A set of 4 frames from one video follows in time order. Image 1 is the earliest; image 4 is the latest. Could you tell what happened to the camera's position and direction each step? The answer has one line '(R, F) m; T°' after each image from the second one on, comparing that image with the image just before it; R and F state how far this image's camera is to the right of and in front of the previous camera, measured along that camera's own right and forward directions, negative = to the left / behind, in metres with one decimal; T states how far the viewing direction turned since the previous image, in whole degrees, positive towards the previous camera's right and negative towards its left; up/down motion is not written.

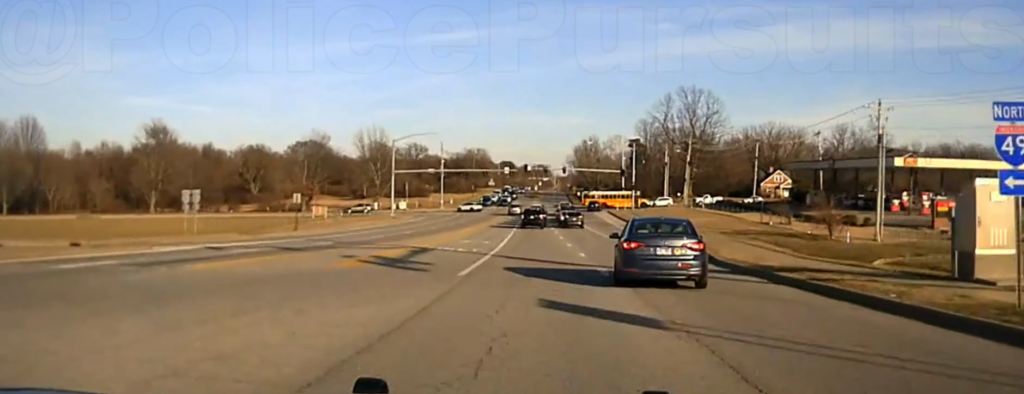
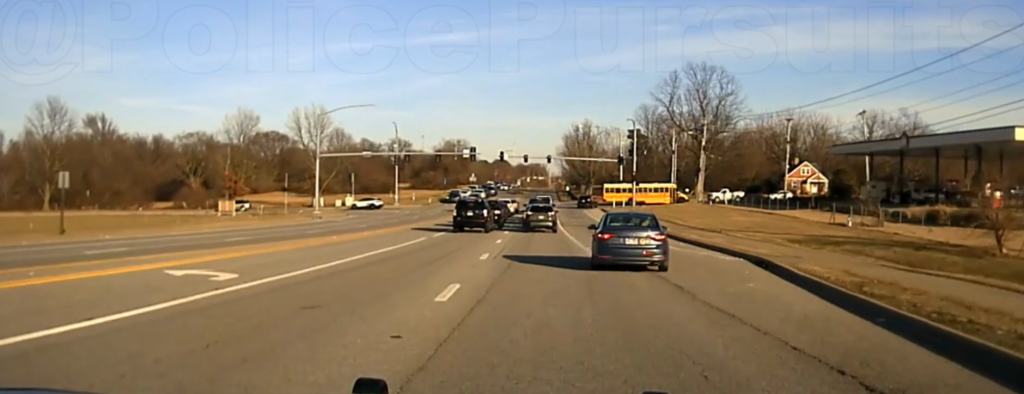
(+0.5, +33.6) m; +1°
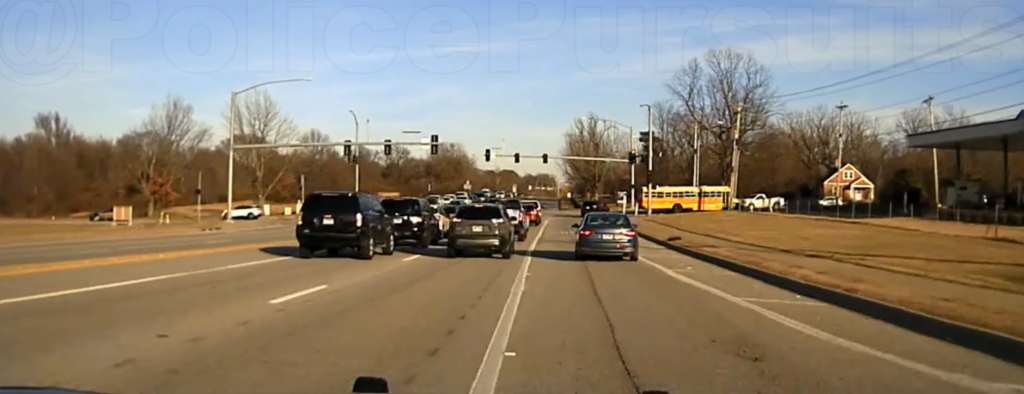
(-0.1, +22.4) m; 0°
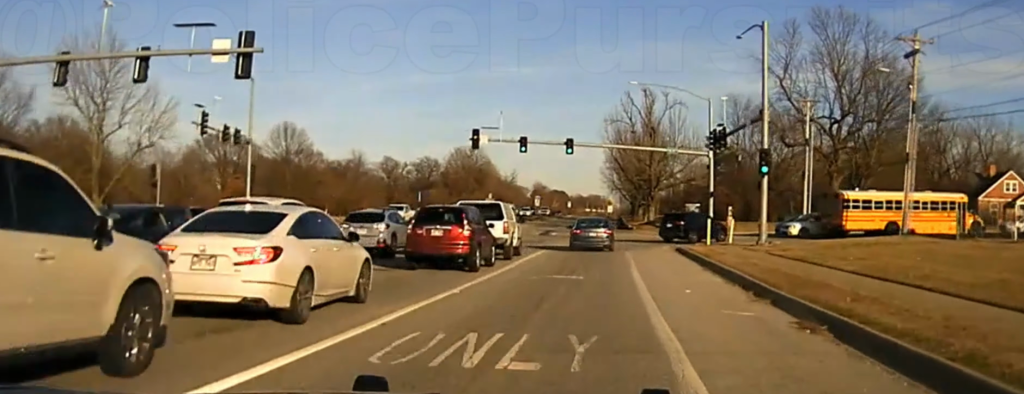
(-0.2, +33.6) m; -2°
